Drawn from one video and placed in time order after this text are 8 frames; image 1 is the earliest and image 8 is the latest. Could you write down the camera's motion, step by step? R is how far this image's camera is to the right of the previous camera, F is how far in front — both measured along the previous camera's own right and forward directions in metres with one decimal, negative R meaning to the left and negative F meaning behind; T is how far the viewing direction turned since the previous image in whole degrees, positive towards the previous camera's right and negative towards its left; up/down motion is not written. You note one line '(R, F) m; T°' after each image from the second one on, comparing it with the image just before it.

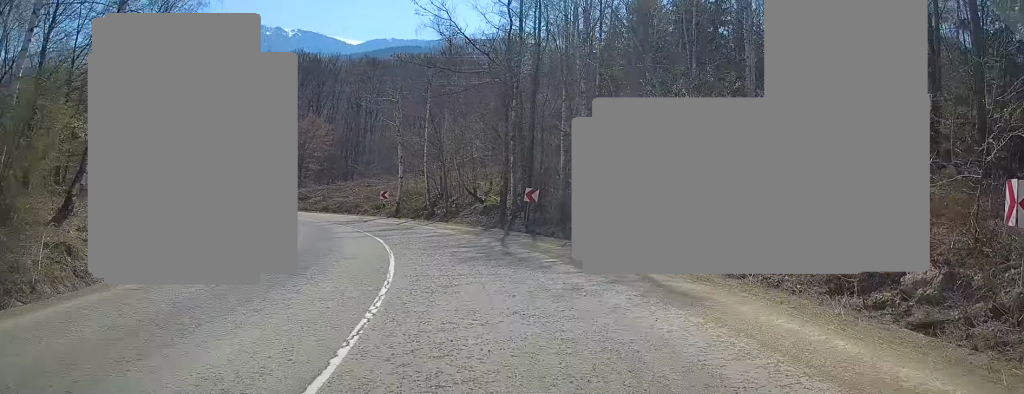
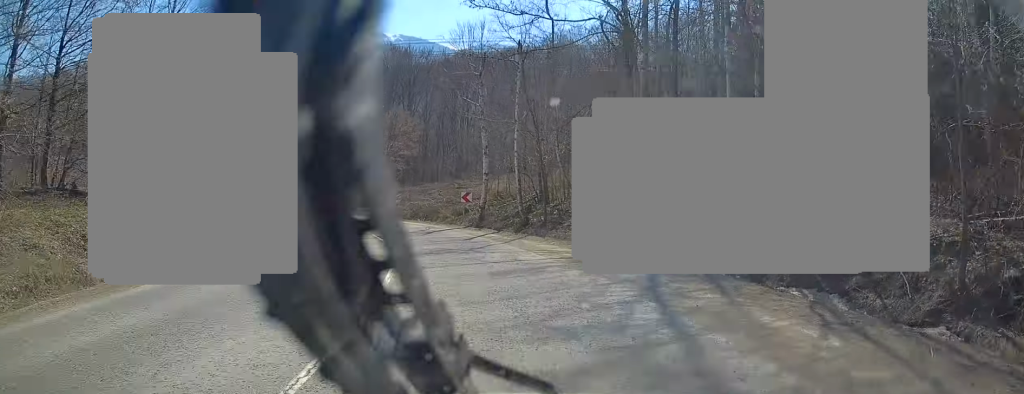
(-1.3, +10.9) m; -8°
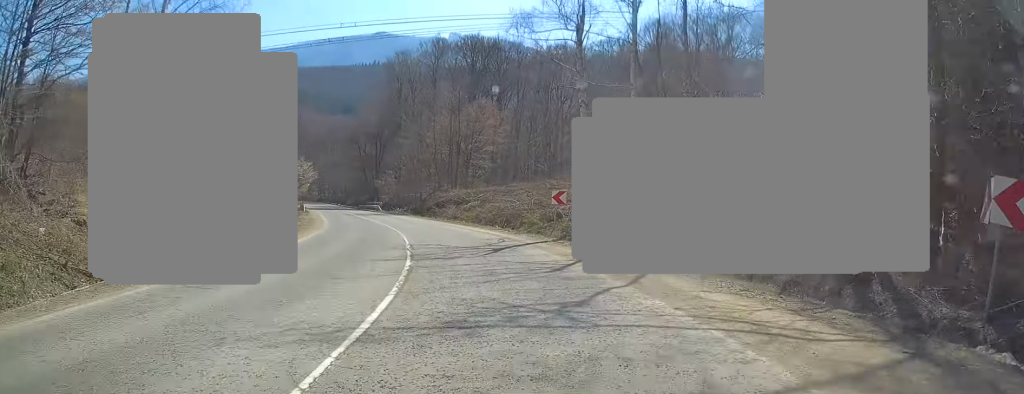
(-0.6, +9.5) m; -6°
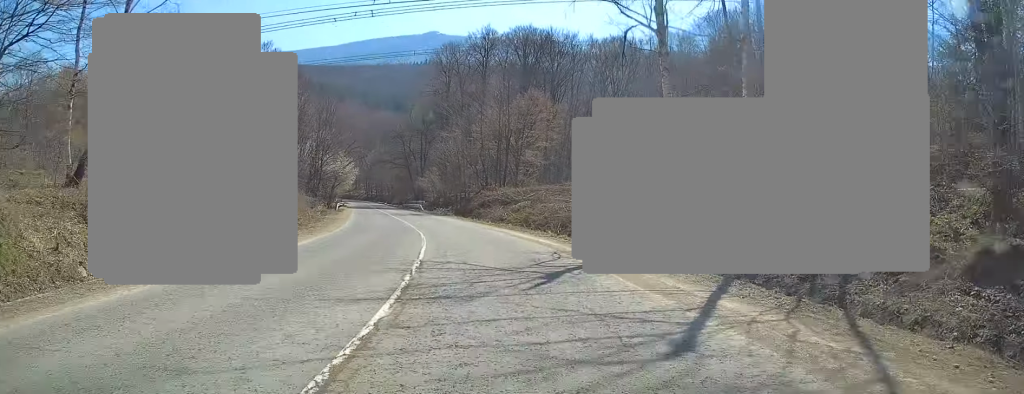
(0.0, +6.2) m; -4°
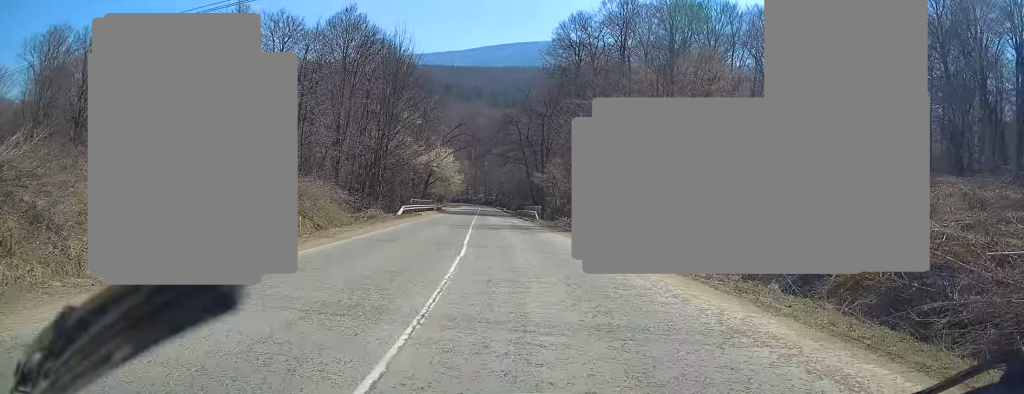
(-2.7, +22.8) m; -10°
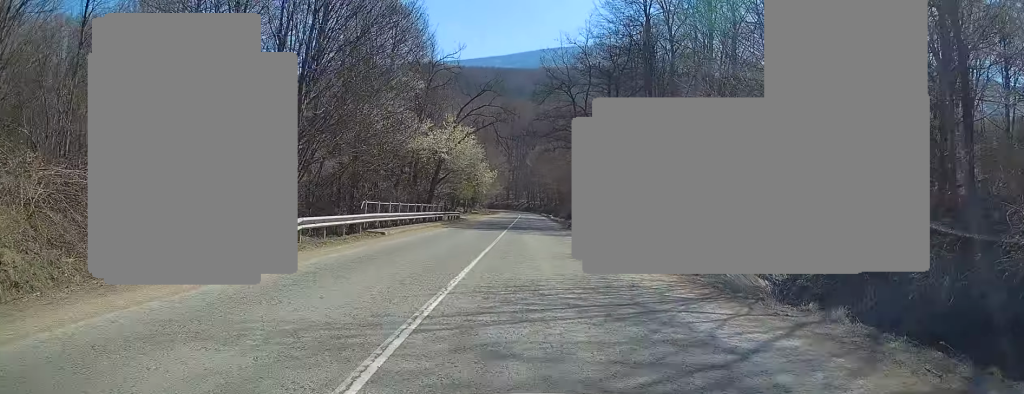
(-0.7, +25.5) m; -3°
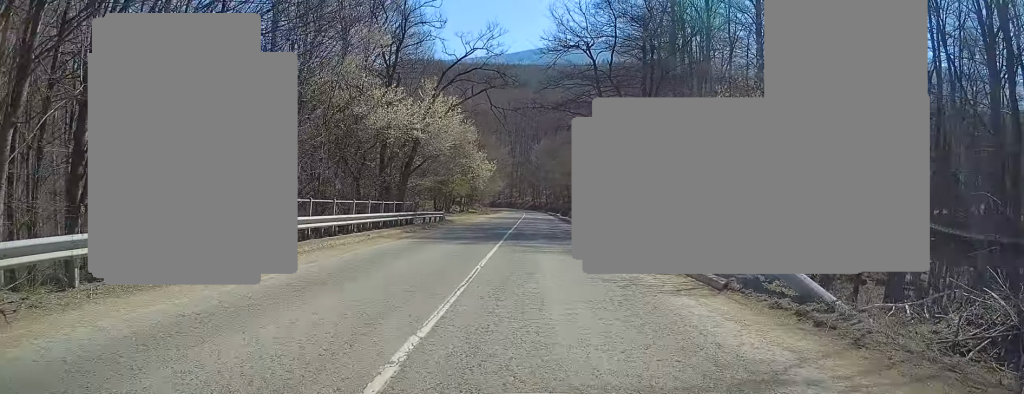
(-0.4, +12.9) m; -2°
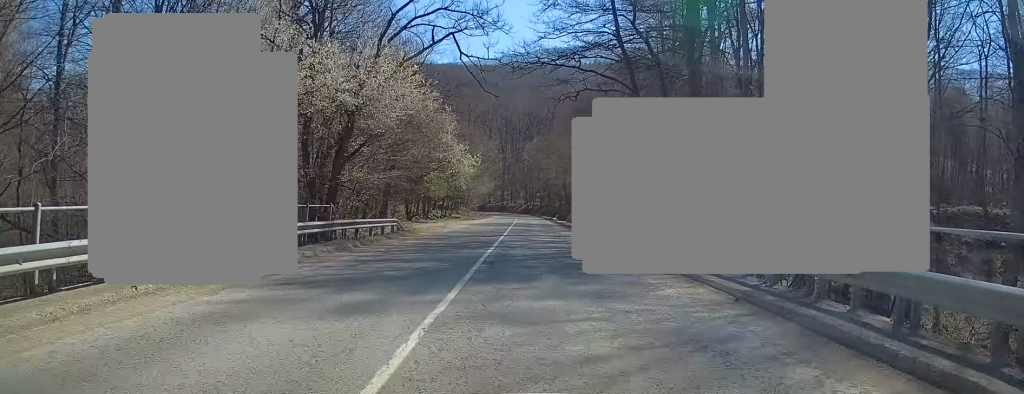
(0.0, +12.0) m; +2°
